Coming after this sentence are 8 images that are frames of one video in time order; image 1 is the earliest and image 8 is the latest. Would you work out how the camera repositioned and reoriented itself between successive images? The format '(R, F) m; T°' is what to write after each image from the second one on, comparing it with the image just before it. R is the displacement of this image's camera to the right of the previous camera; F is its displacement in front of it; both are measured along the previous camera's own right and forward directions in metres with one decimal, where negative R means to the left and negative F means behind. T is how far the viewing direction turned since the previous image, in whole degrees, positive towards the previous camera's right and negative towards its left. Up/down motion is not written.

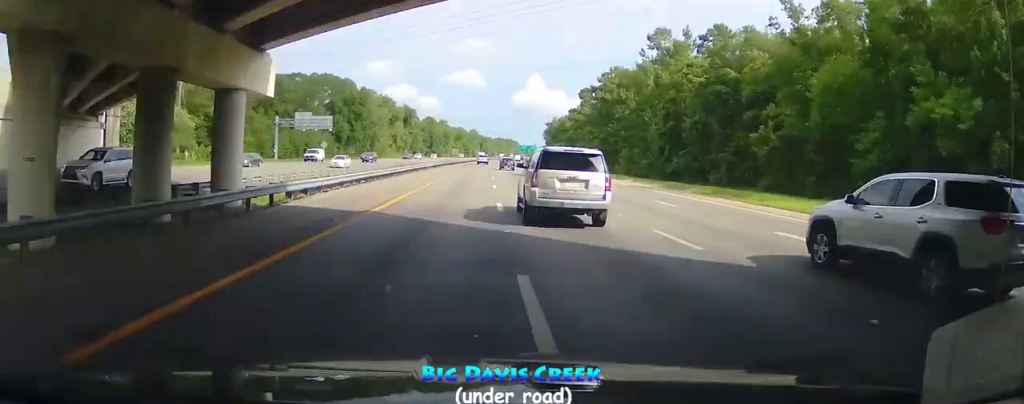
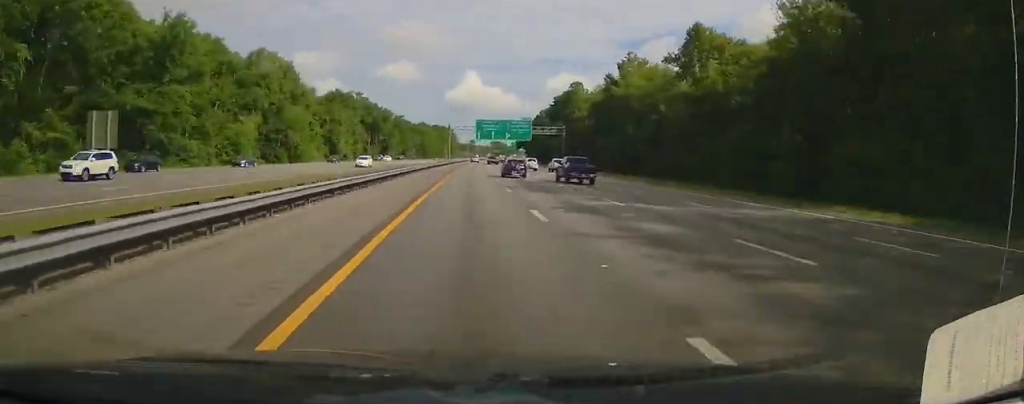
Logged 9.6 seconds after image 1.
(+19.0, +325.2) m; +6°
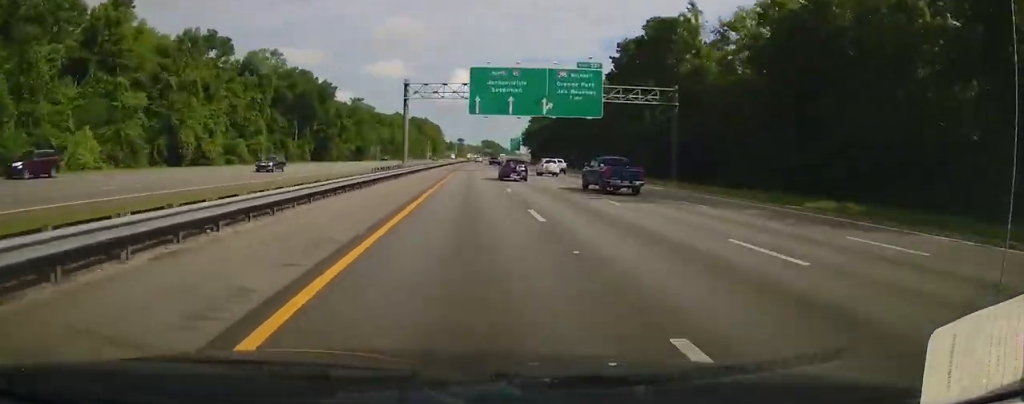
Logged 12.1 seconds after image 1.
(+1.0, +85.0) m; +1°
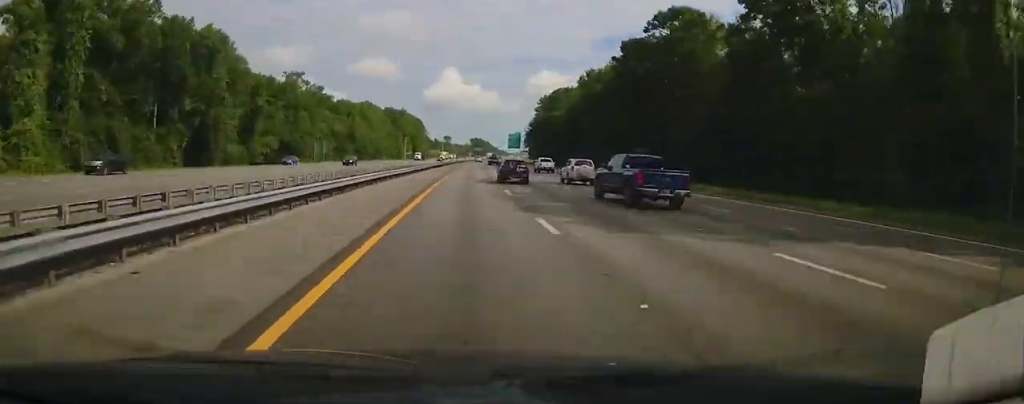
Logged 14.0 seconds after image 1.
(-0.3, +62.3) m; +1°
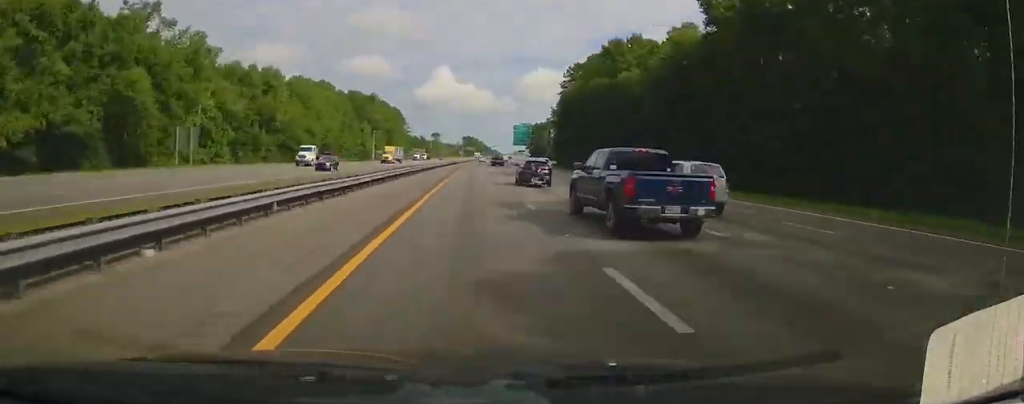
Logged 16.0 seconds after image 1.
(+1.1, +67.5) m; +1°
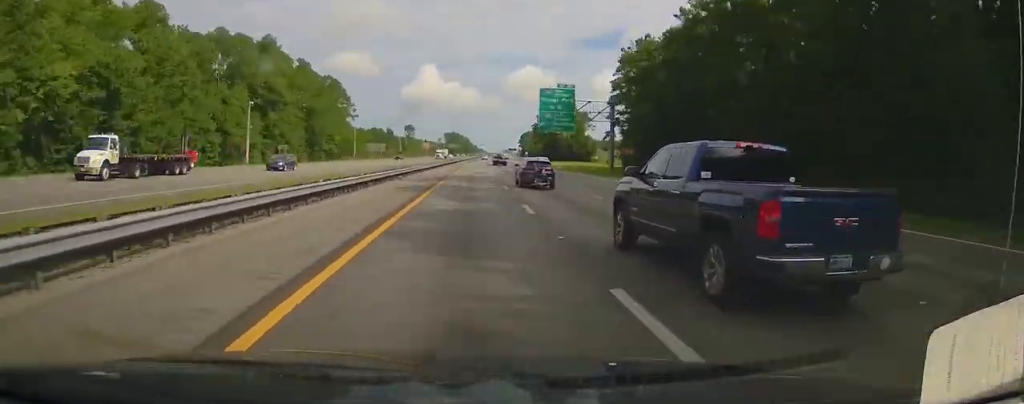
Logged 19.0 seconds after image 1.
(+1.7, +99.5) m; +2°
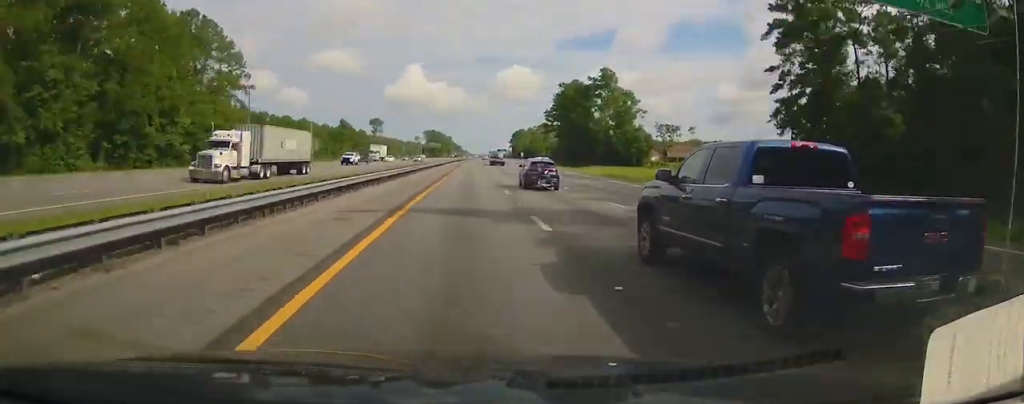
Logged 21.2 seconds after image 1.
(+1.1, +78.2) m; +1°
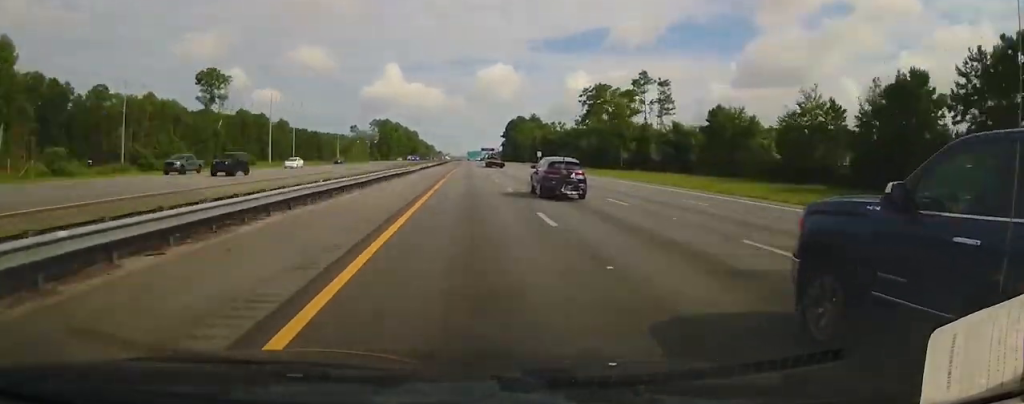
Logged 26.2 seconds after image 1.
(+2.2, +169.5) m; +1°
